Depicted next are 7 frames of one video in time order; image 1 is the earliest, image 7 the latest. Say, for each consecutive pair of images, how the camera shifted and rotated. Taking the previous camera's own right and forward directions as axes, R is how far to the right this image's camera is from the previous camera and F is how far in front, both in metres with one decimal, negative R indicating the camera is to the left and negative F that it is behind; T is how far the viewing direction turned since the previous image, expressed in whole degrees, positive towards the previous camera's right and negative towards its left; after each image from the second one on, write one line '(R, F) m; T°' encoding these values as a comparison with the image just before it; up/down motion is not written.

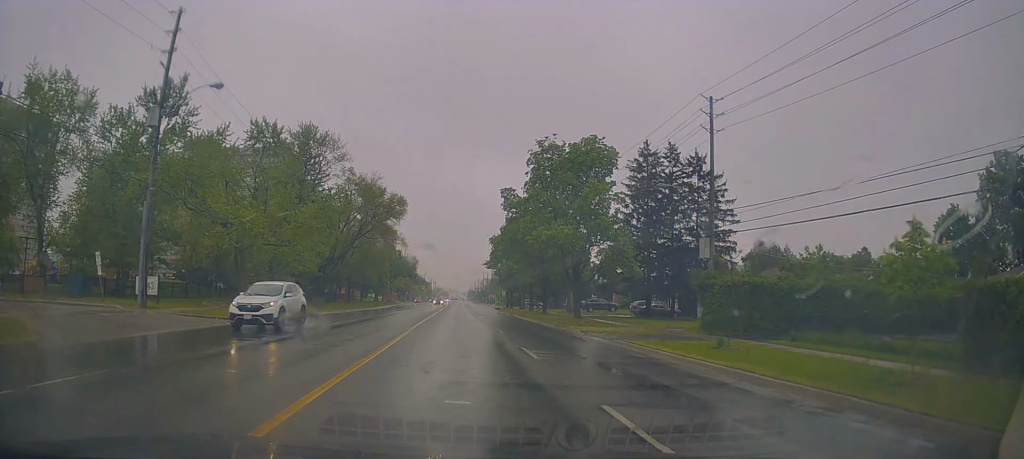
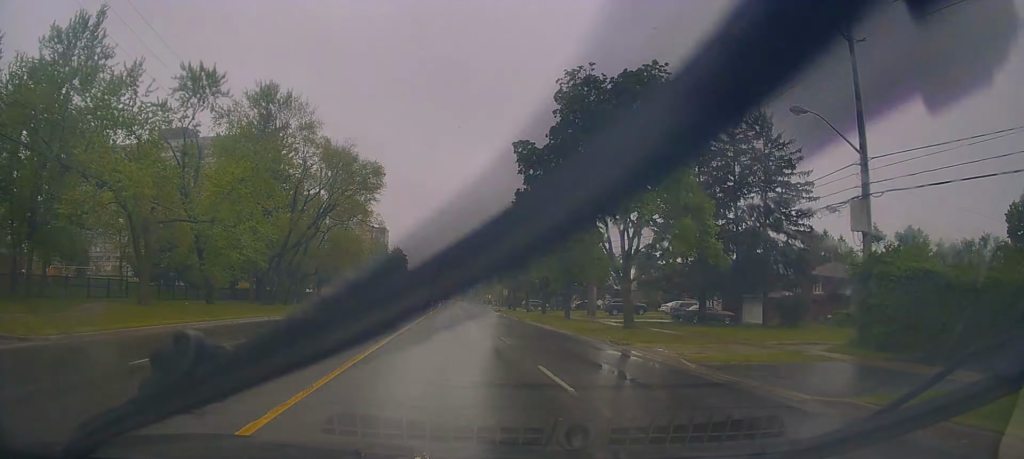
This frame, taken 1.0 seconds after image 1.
(+0.7, +14.1) m; +1°
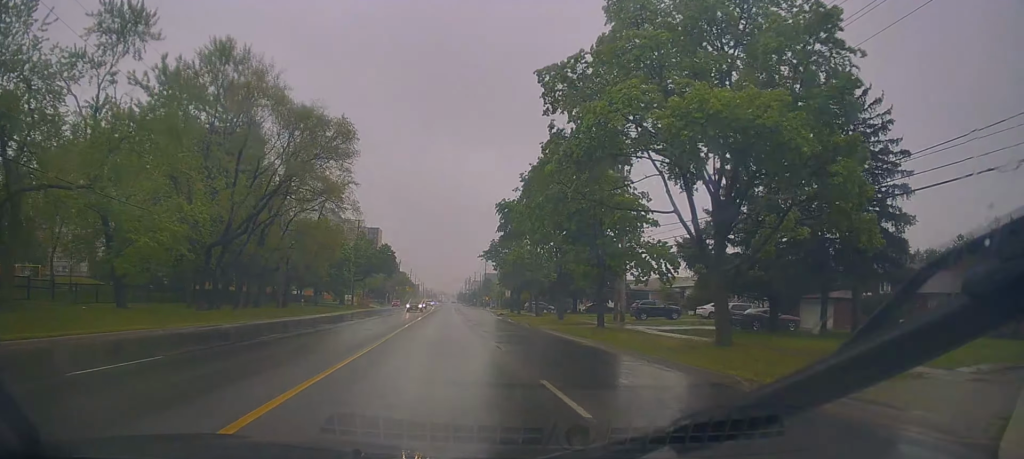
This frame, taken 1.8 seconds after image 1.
(-0.2, +11.0) m; -1°
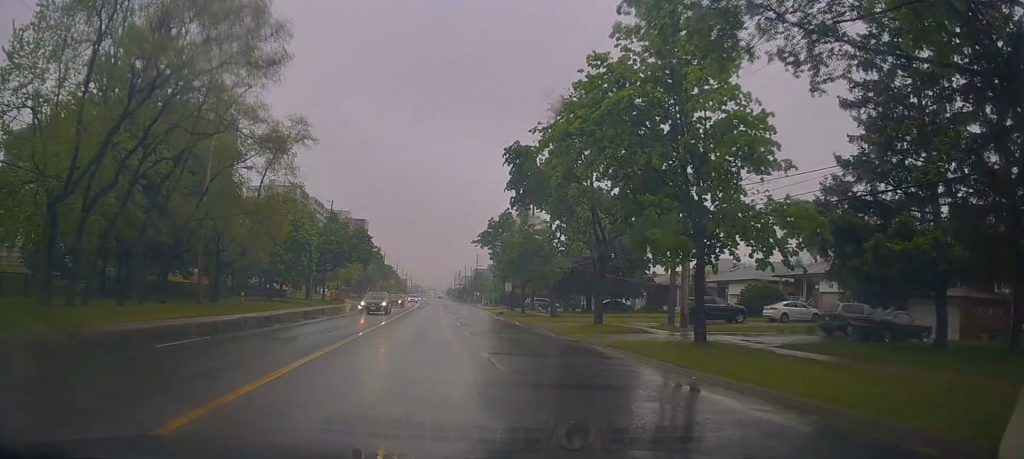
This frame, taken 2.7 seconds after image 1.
(-0.3, +13.8) m; +1°
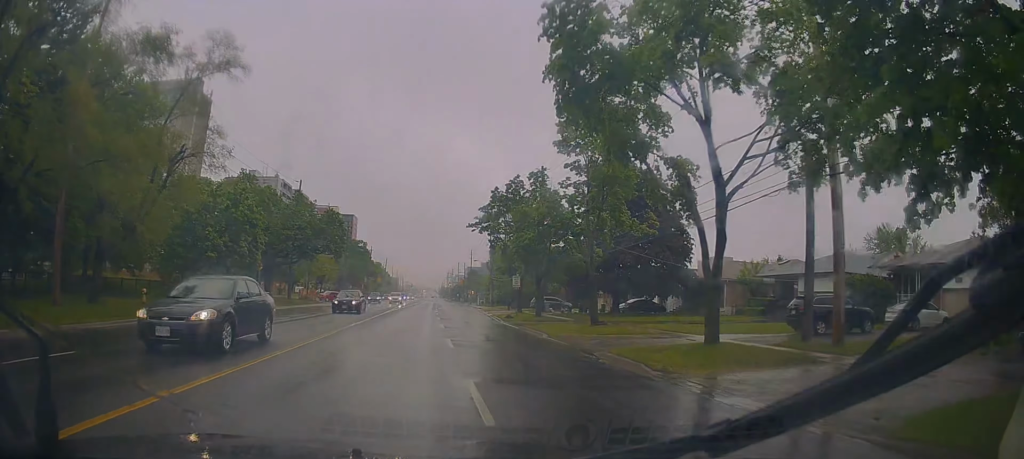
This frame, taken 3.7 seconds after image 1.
(+0.5, +14.1) m; +1°
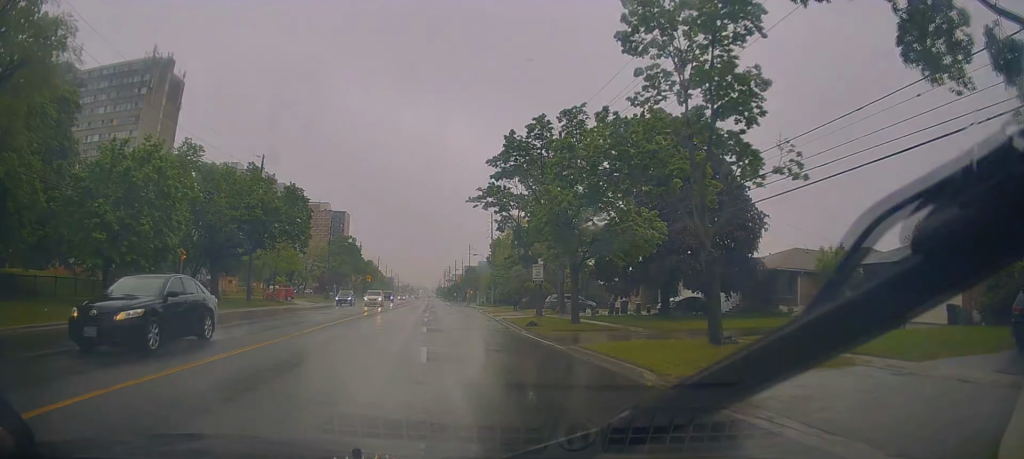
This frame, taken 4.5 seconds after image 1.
(-0.2, +13.4) m; 0°
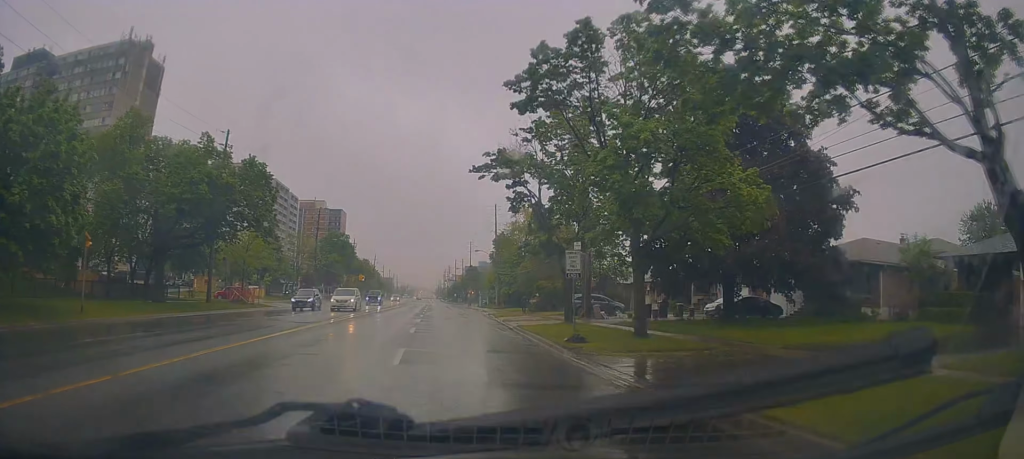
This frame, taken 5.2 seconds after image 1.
(+0.1, +9.6) m; +1°
